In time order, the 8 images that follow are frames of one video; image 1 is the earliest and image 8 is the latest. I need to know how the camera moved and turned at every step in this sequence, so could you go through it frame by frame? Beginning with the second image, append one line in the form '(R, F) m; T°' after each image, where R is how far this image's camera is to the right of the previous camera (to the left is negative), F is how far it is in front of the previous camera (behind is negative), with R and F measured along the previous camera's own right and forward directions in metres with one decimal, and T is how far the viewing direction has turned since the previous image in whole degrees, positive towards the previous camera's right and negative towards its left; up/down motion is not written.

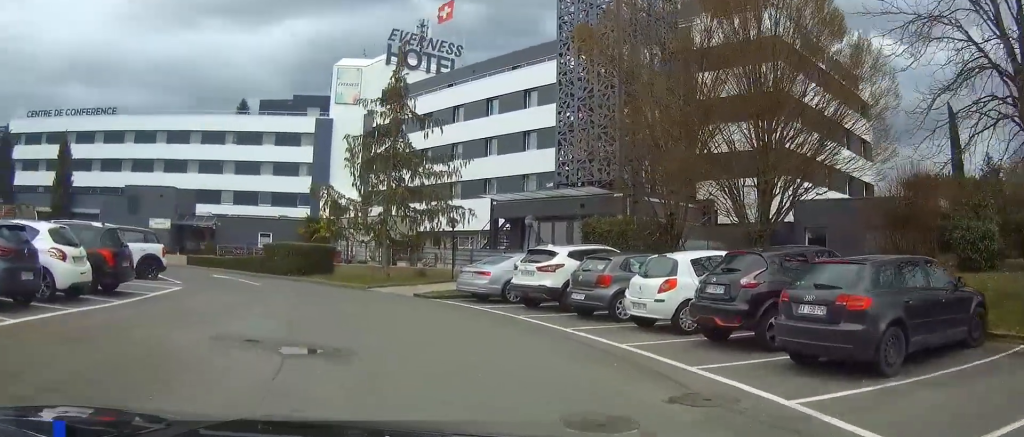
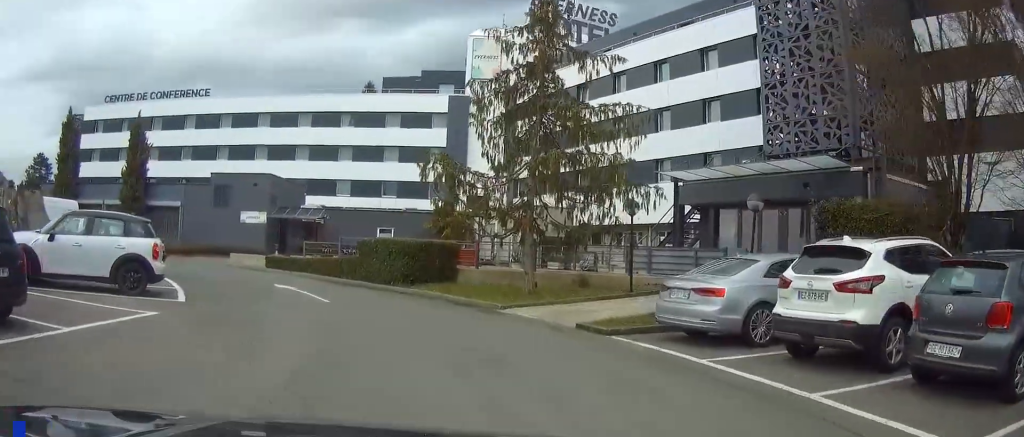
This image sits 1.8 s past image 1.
(-1.5, +9.7) m; -16°
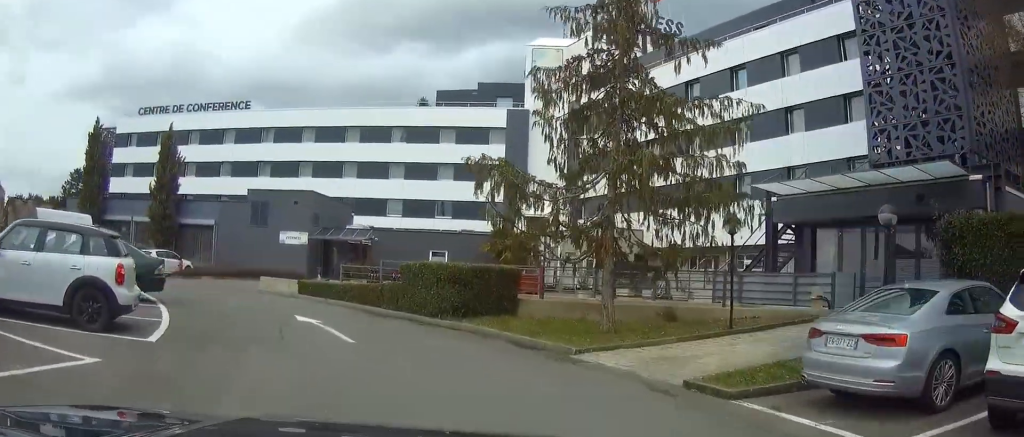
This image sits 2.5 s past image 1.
(-0.2, +3.8) m; -5°
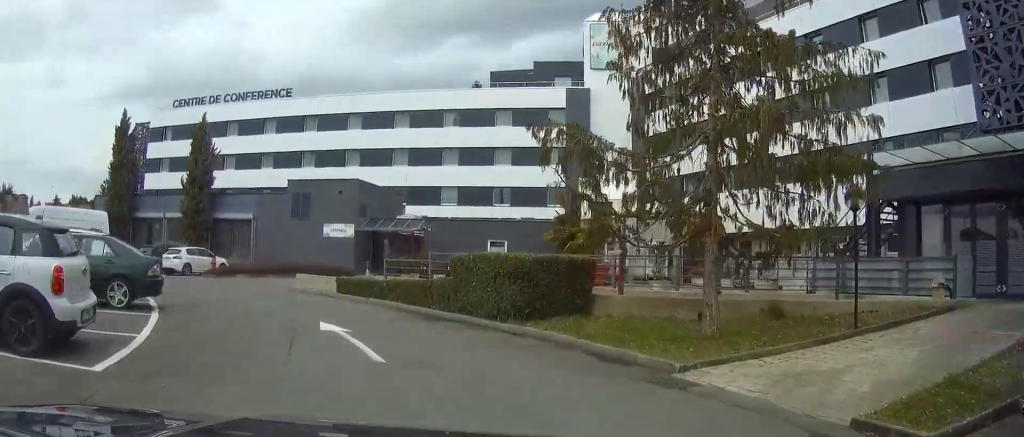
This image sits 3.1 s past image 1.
(-0.1, +3.4) m; -5°
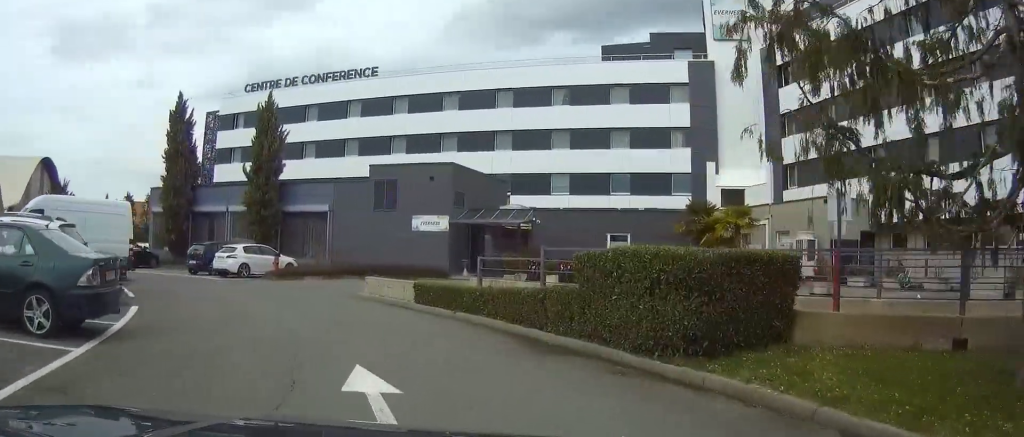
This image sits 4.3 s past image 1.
(-0.6, +6.5) m; -12°
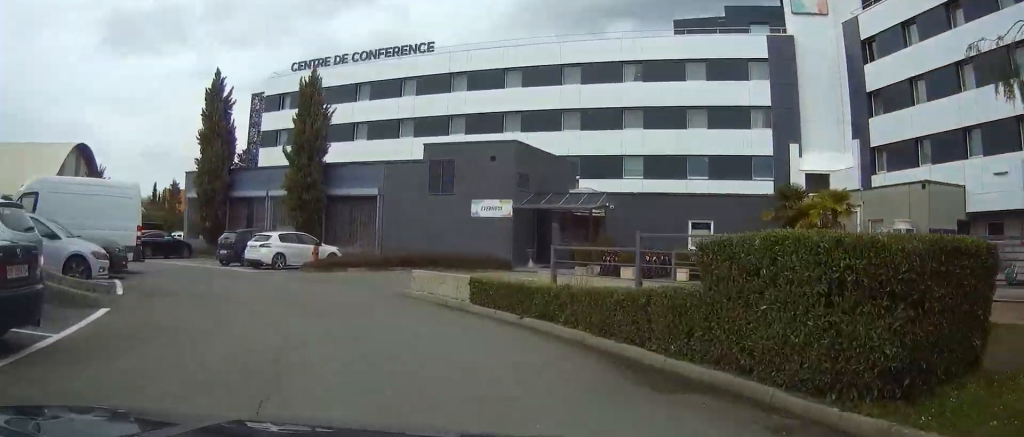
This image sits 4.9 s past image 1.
(-0.3, +3.8) m; -8°
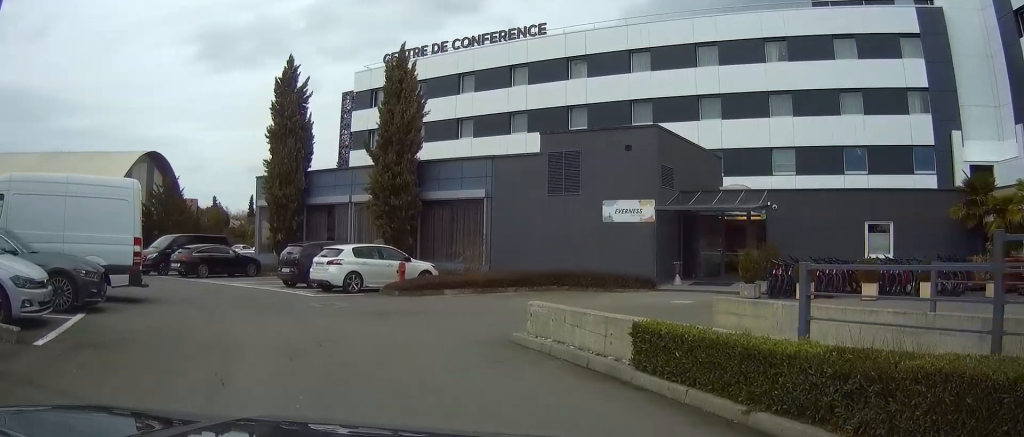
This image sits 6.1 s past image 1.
(-0.8, +6.5) m; -11°
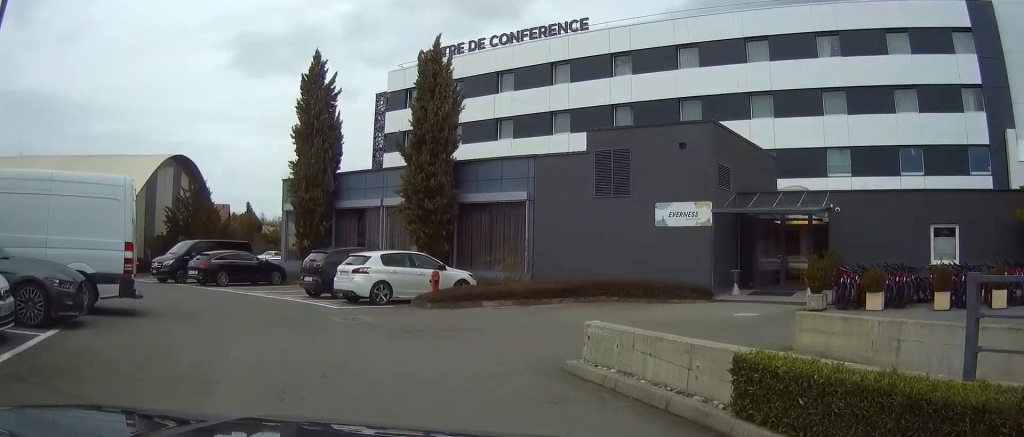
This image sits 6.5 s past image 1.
(-0.1, +2.2) m; -3°
